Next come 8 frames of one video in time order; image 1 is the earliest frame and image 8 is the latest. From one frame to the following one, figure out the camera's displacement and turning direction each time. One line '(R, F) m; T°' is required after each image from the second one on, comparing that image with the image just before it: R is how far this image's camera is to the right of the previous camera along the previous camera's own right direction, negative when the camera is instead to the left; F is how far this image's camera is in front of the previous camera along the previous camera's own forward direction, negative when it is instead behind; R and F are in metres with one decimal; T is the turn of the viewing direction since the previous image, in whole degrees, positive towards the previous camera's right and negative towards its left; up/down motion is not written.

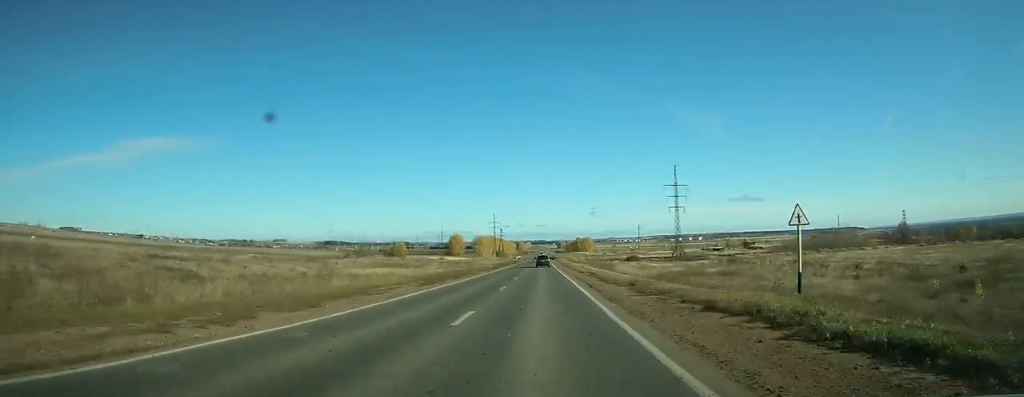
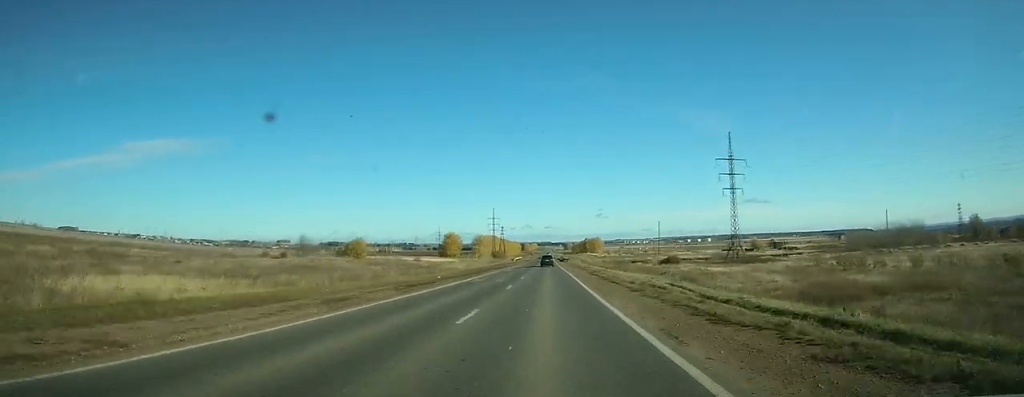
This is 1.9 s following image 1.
(+0.4, +47.7) m; 0°
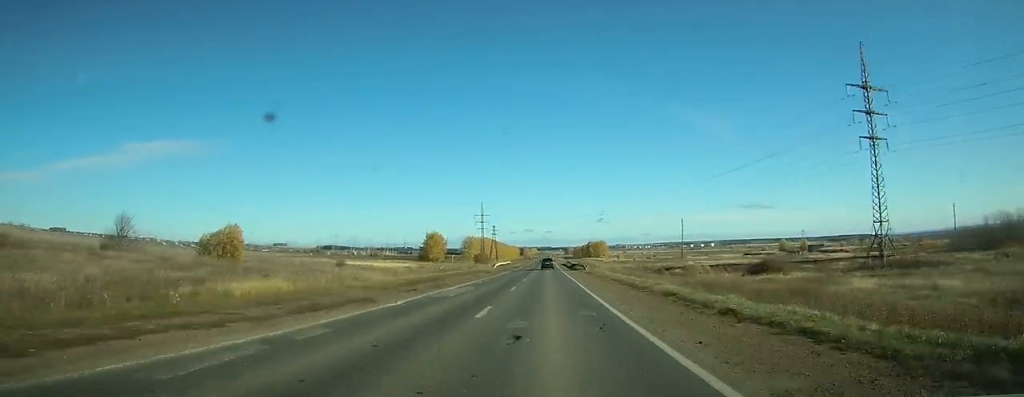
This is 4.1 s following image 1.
(-0.3, +57.8) m; 0°
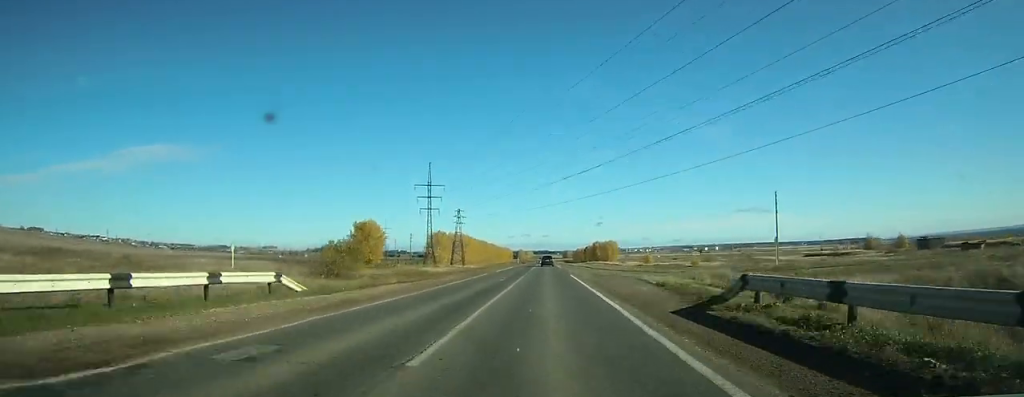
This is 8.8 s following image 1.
(-0.1, +118.5) m; 0°
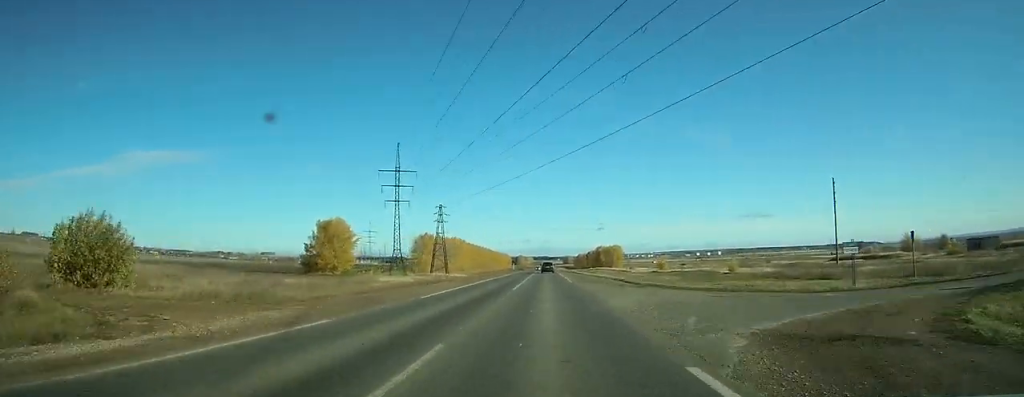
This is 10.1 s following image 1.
(0.0, +34.3) m; 0°
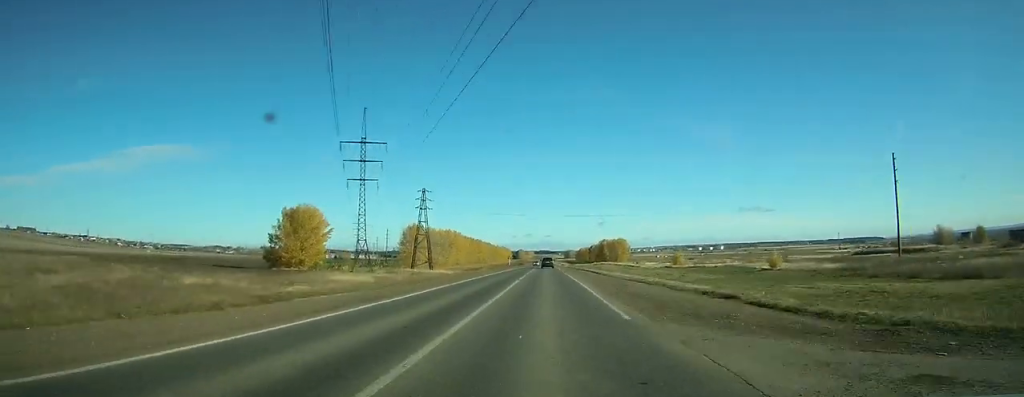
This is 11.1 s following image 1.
(0.0, +24.4) m; 0°
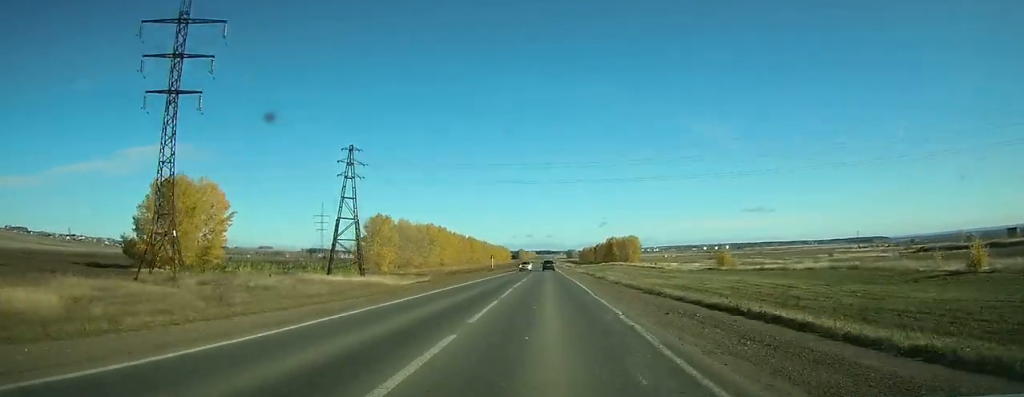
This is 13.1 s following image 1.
(+0.1, +55.7) m; 0°
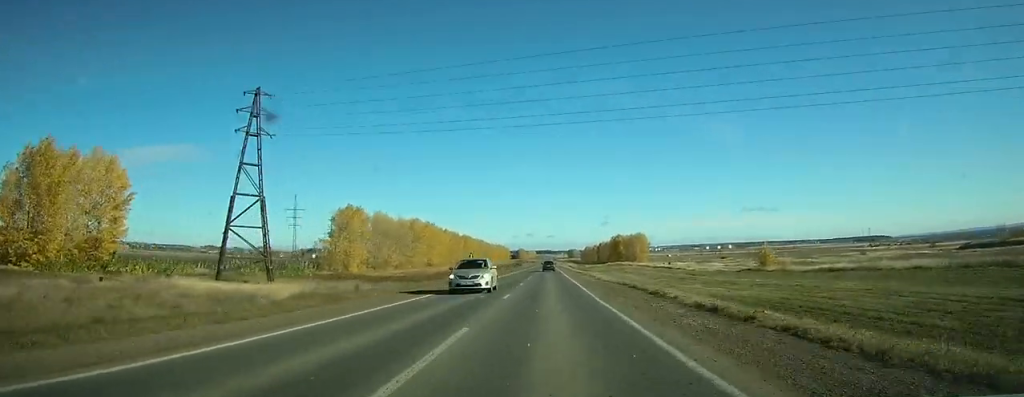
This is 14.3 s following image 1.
(0.0, +31.7) m; 0°
